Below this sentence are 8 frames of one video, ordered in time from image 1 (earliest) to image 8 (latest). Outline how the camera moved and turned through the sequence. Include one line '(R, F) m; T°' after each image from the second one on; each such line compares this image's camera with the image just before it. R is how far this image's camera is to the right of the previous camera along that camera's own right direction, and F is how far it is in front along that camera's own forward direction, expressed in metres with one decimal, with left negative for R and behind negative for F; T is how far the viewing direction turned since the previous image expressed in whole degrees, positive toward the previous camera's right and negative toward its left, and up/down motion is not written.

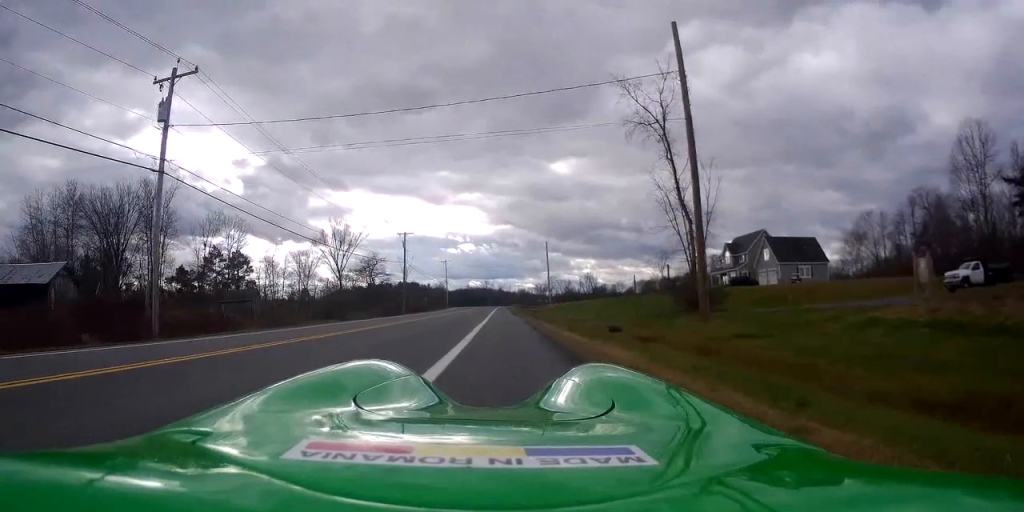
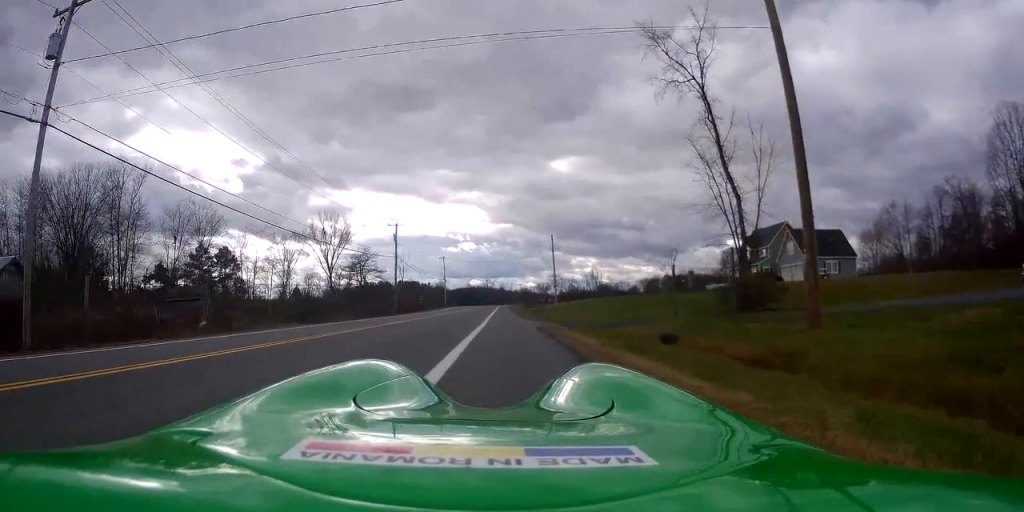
(+0.2, +7.7) m; +3°
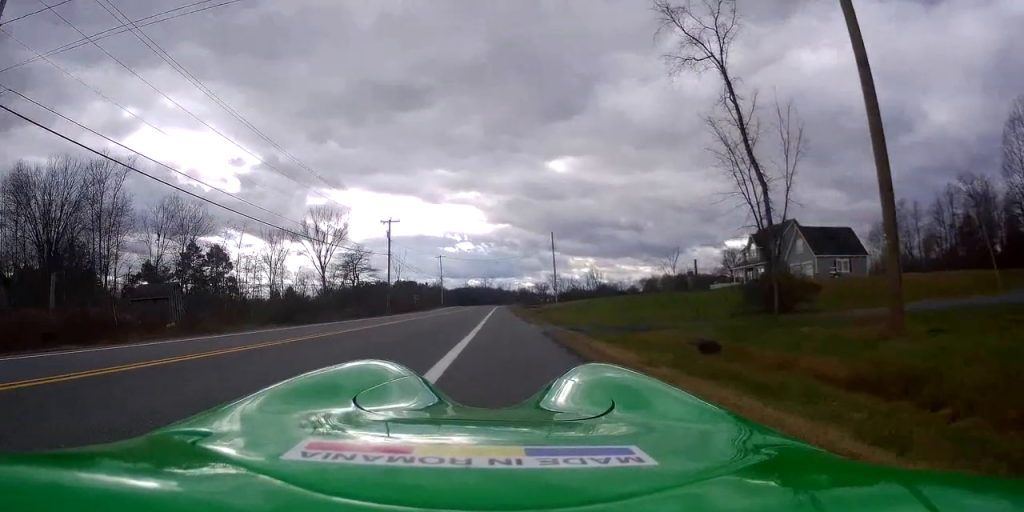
(0.0, +3.5) m; -2°
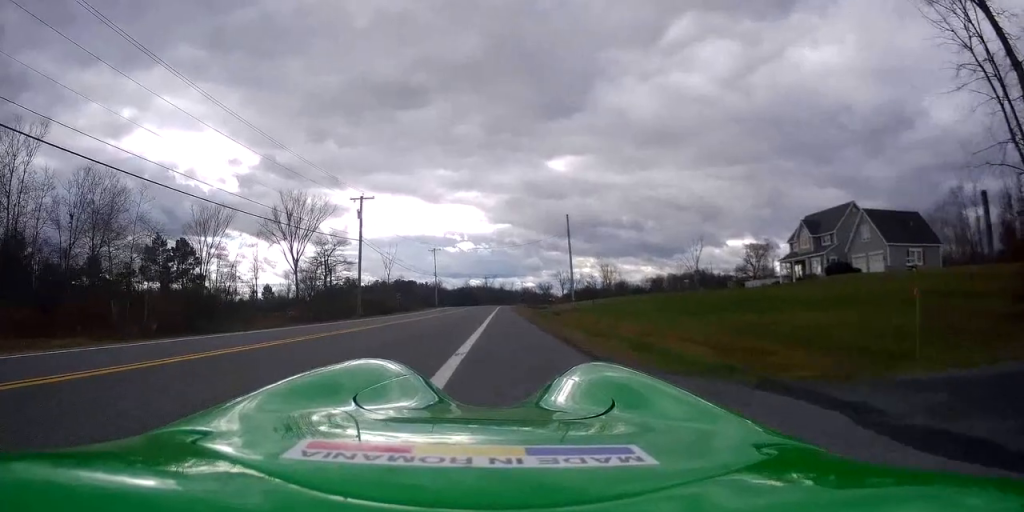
(-0.3, +16.1) m; -2°
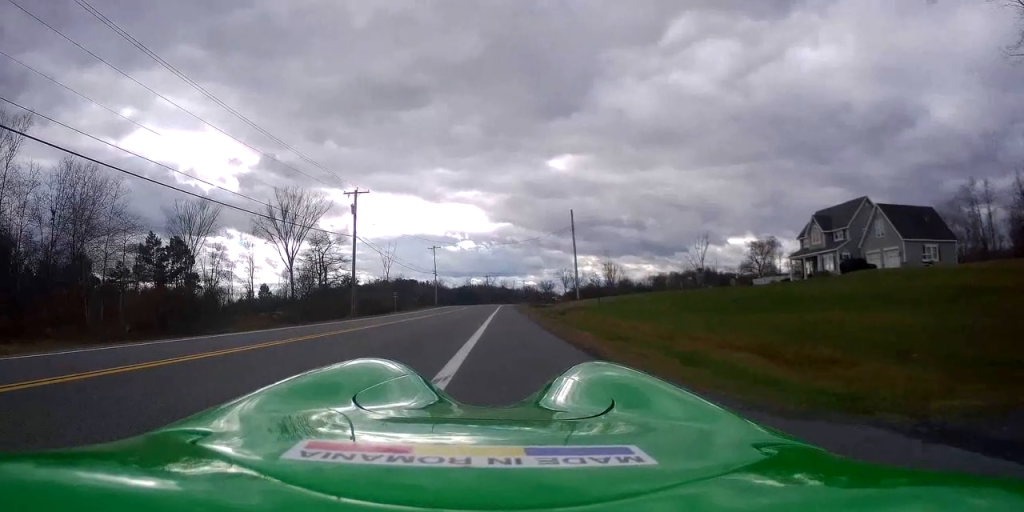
(-0.1, +2.8) m; -1°
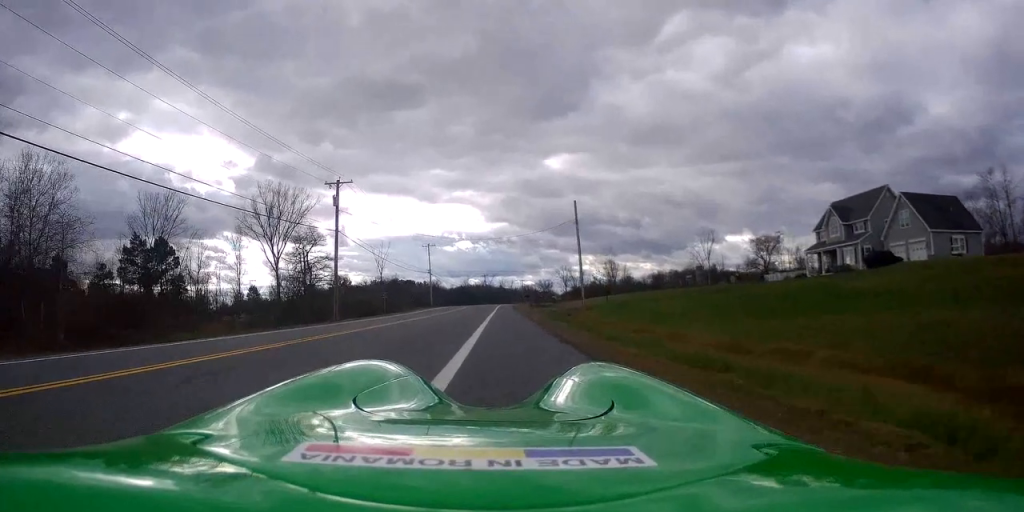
(-0.1, +5.2) m; +1°
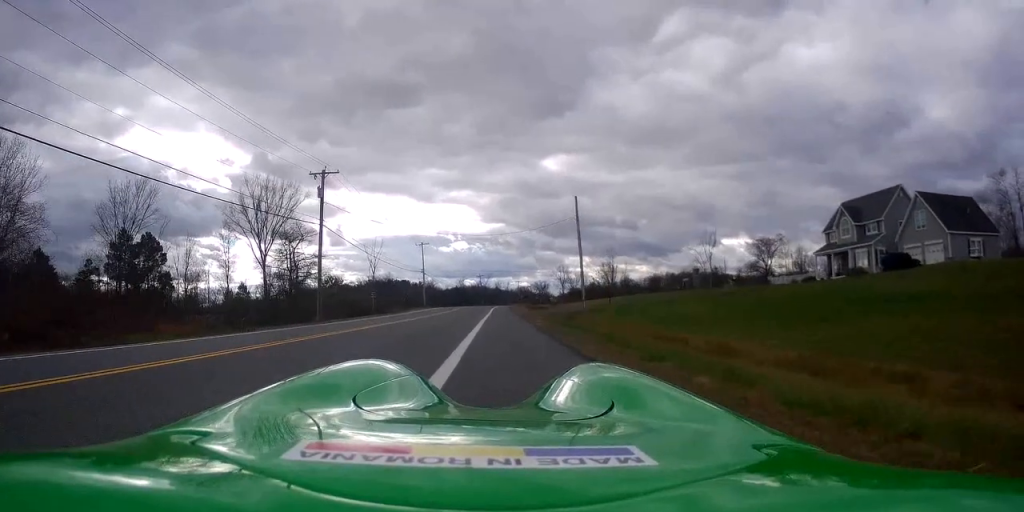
(0.0, +3.2) m; +2°
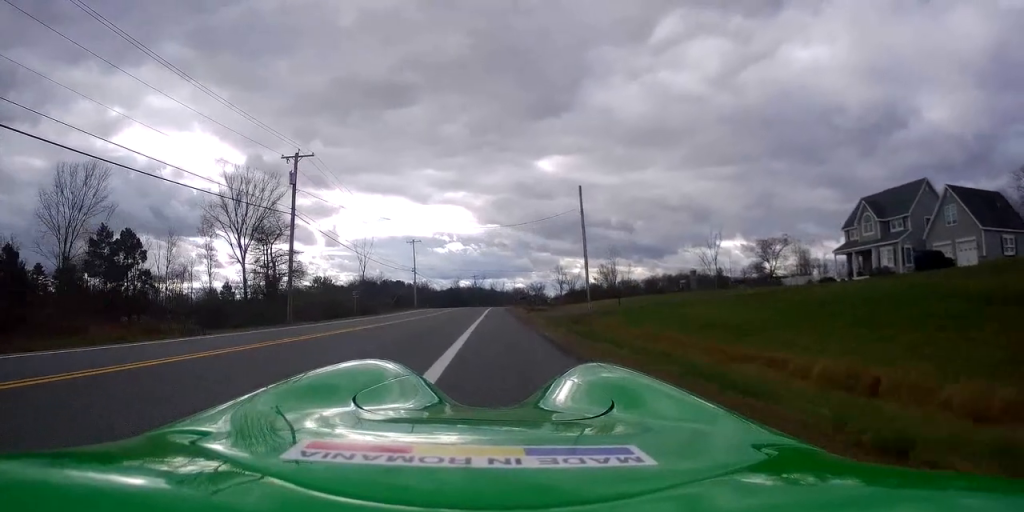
(+0.3, +5.7) m; +2°
